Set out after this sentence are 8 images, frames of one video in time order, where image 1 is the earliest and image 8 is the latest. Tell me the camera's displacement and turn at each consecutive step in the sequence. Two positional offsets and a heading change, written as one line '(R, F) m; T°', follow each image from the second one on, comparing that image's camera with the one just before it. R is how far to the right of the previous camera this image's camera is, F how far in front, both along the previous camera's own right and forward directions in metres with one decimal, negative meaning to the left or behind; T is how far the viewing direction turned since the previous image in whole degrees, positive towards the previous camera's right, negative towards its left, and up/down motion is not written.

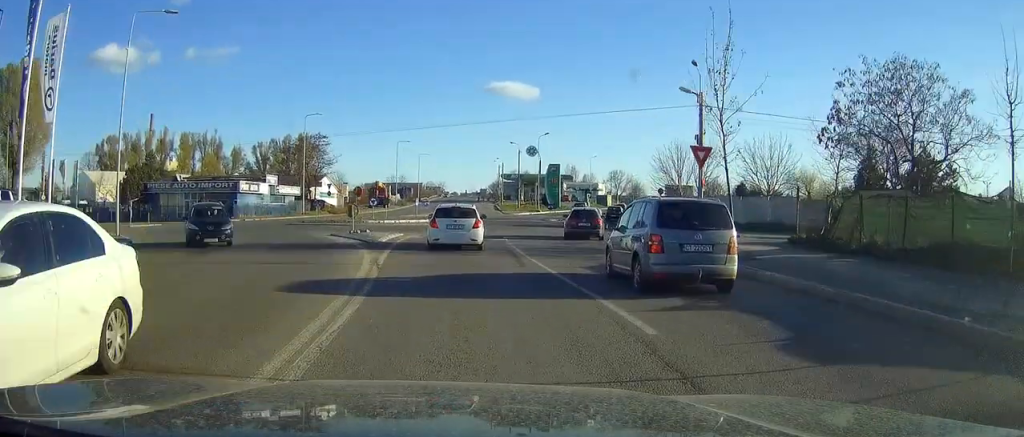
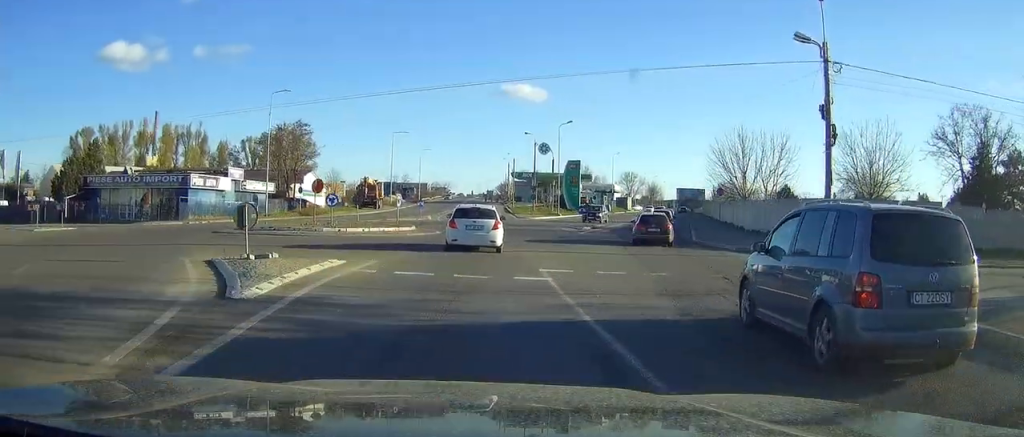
(0.0, +15.8) m; +1°
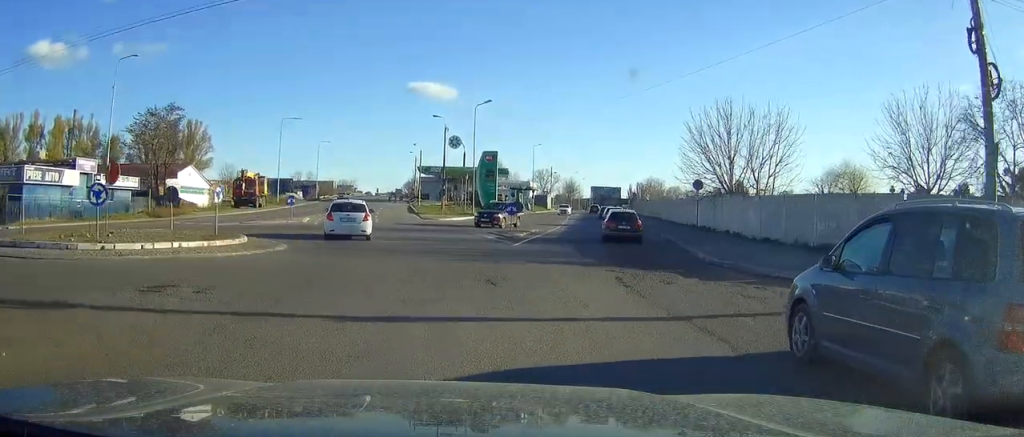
(+0.6, +14.5) m; +5°
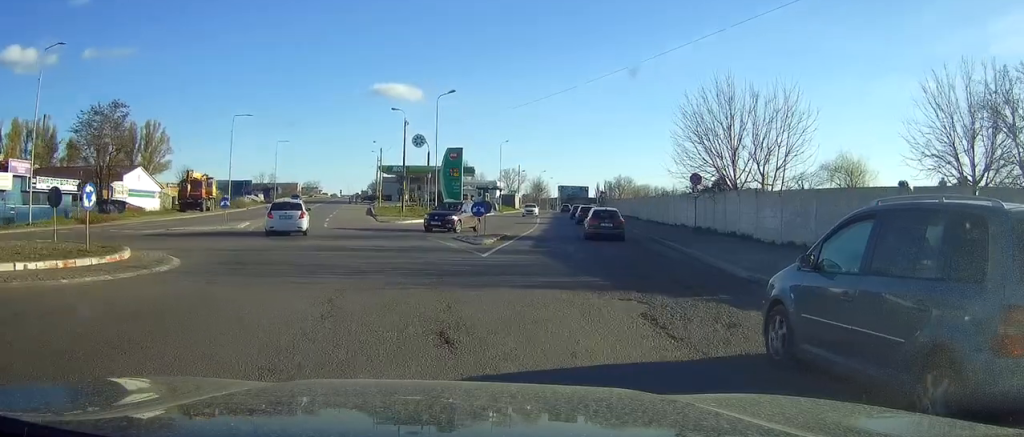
(+0.1, +5.9) m; +2°
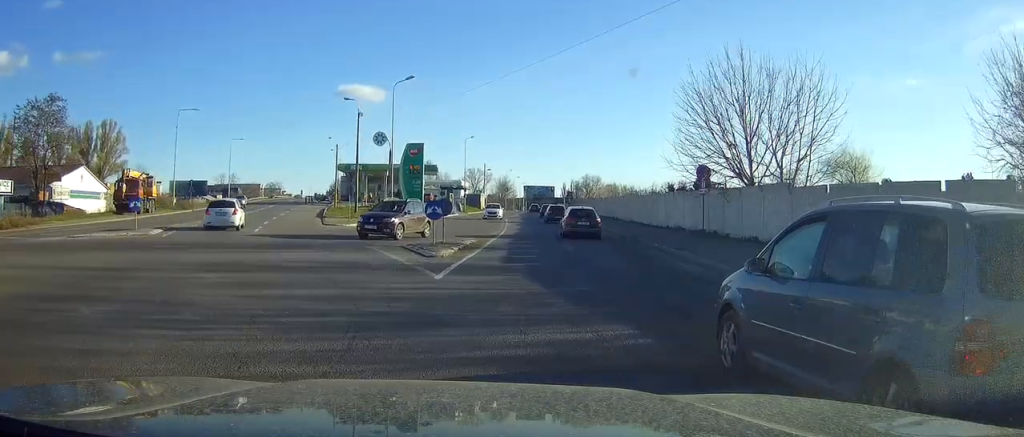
(+0.1, +6.5) m; +2°
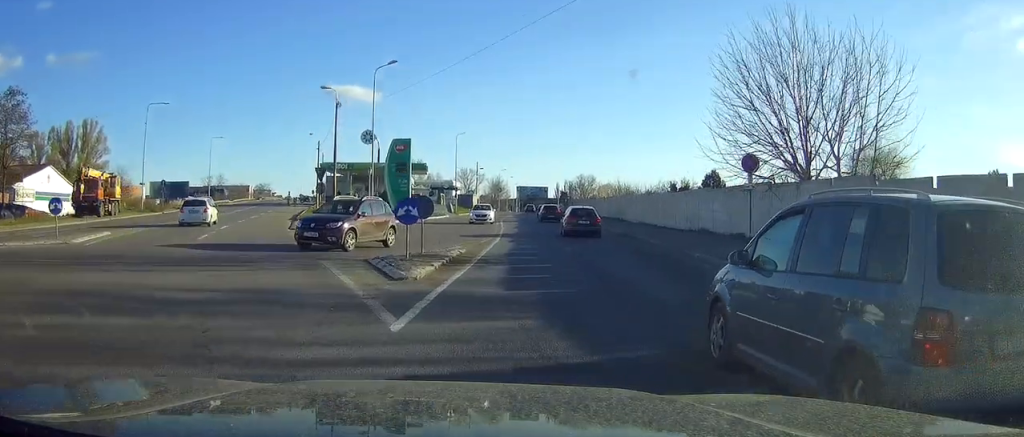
(+0.2, +5.9) m; +2°
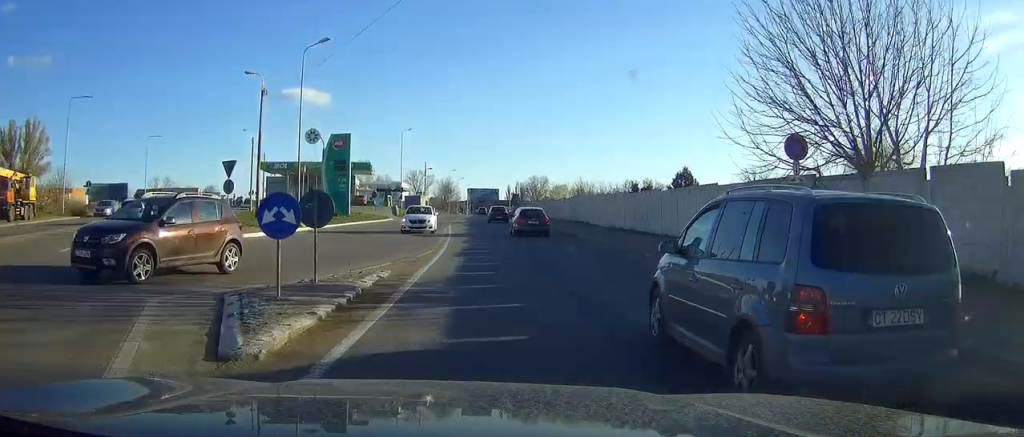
(+0.2, +7.0) m; +2°
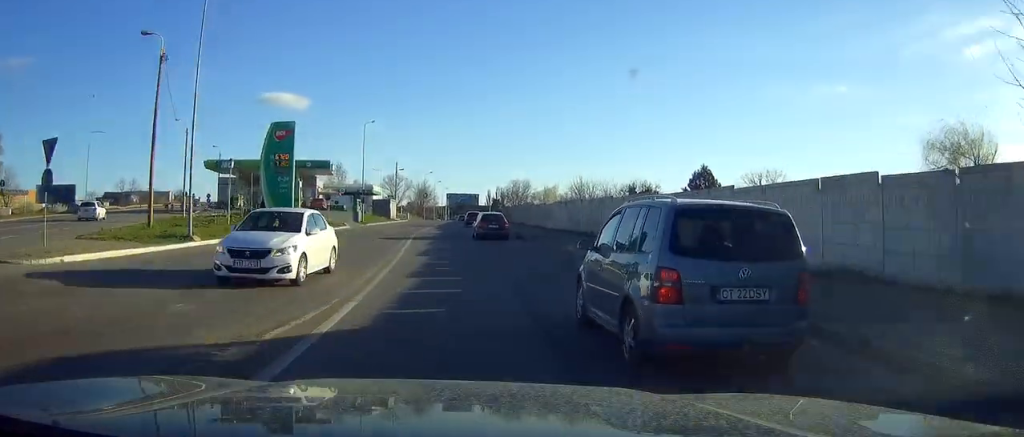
(+0.3, +12.2) m; +1°
